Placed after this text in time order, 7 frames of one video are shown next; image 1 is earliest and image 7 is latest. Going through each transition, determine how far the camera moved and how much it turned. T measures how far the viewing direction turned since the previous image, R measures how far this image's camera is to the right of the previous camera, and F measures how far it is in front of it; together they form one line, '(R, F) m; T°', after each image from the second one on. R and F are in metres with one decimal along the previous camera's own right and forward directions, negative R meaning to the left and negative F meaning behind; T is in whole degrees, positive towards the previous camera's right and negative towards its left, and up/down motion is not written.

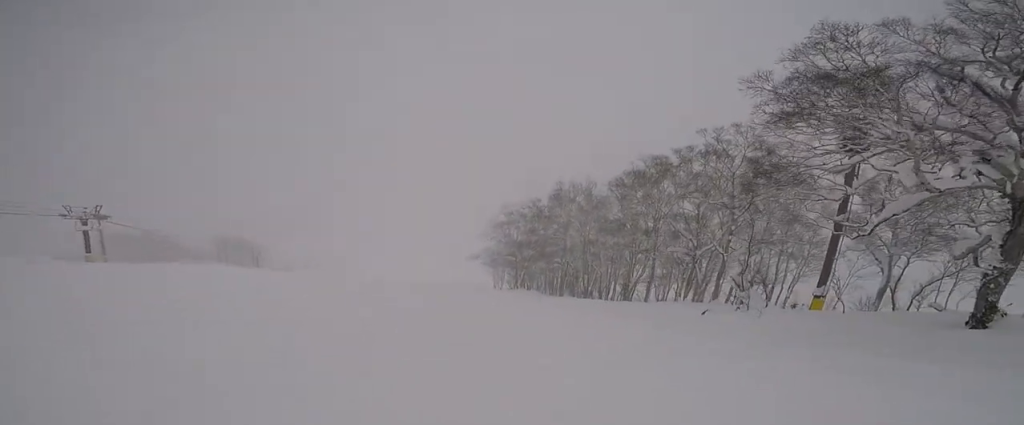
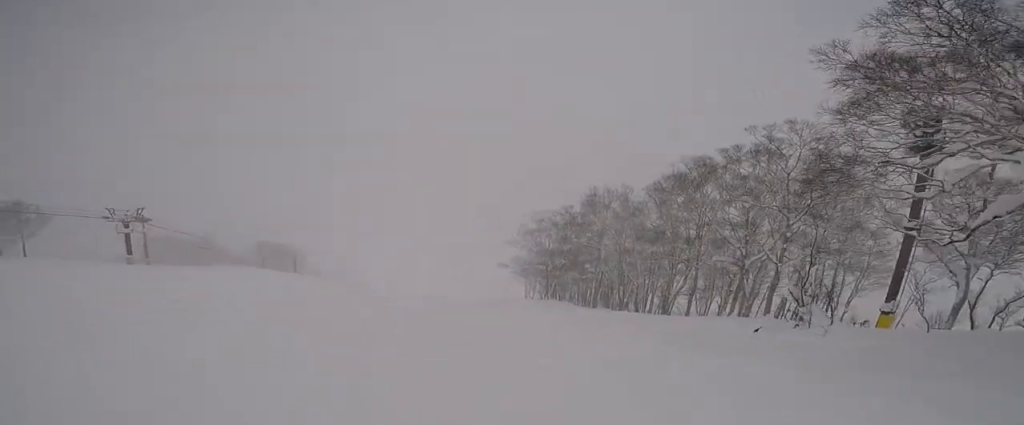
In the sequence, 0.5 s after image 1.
(0.0, +2.2) m; -7°
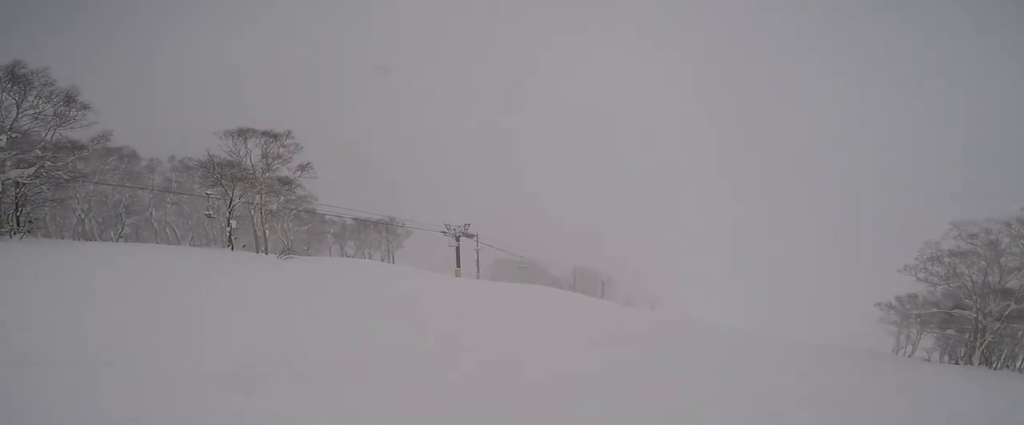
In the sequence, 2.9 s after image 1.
(-6.0, +9.3) m; -43°
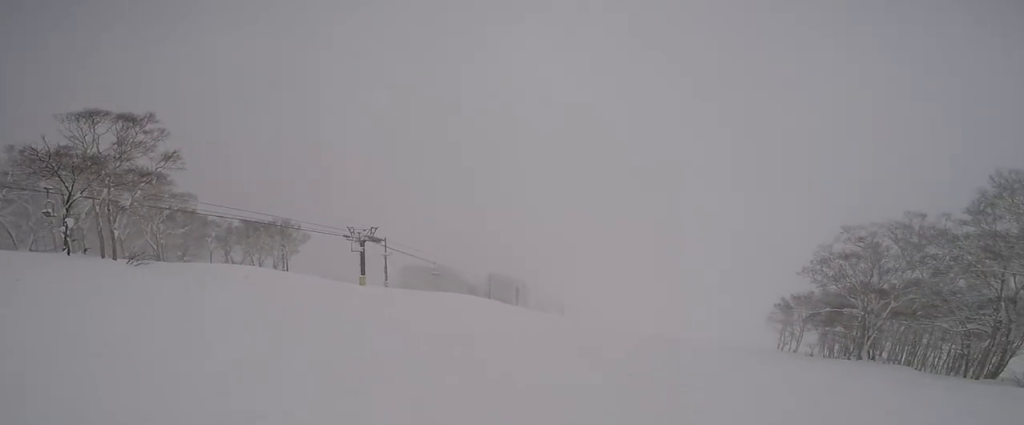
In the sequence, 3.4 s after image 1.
(+0.7, +2.5) m; +18°
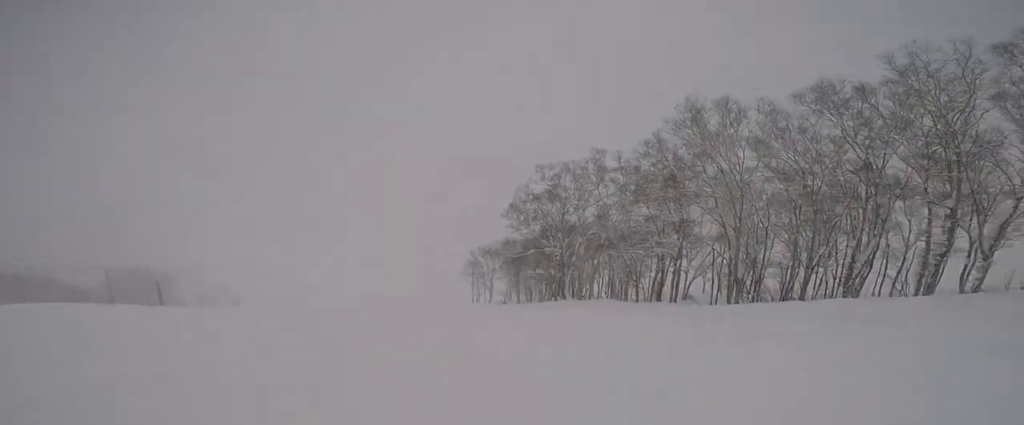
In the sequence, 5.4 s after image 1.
(+4.2, +8.7) m; +27°
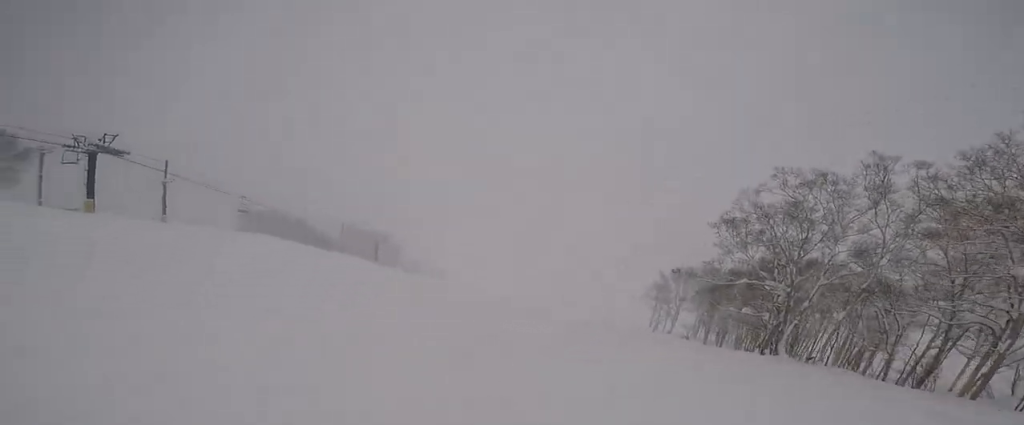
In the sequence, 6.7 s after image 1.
(-1.2, +6.1) m; -21°
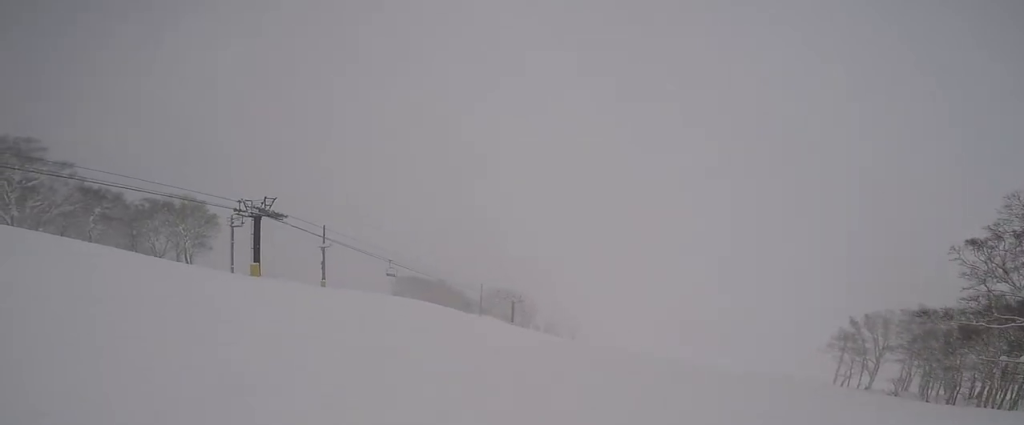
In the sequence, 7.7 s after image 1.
(-0.4, +5.0) m; -4°
